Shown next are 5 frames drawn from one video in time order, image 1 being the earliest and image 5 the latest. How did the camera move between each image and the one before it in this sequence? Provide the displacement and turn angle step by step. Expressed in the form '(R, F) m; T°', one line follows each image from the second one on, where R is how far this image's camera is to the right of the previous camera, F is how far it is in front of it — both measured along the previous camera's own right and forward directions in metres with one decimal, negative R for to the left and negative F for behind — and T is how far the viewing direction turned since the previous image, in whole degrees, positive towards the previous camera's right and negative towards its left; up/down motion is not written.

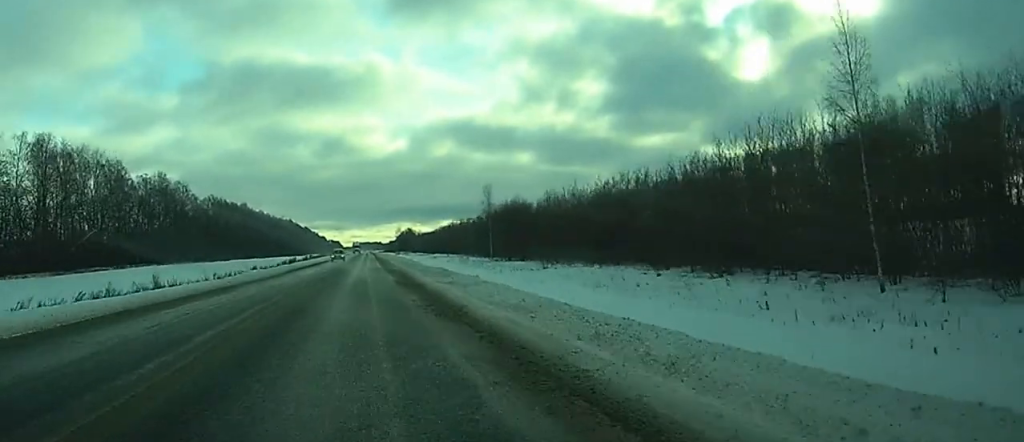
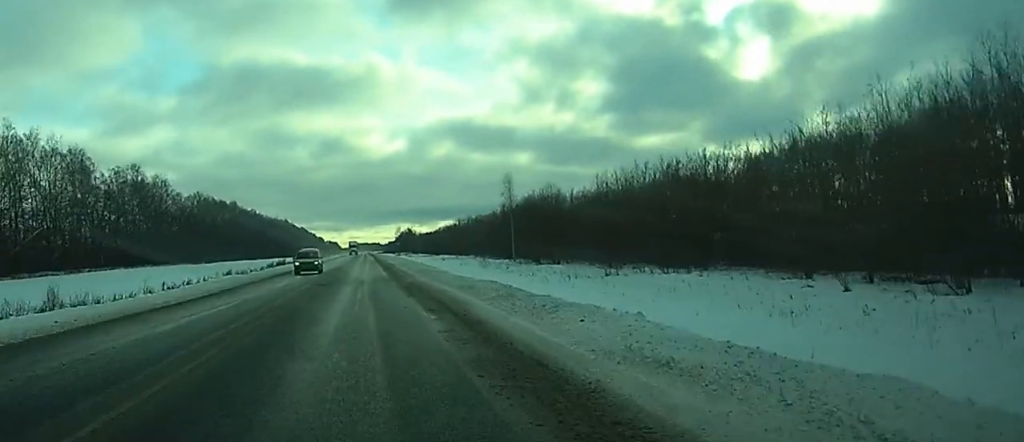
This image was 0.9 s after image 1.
(0.0, +23.1) m; 0°
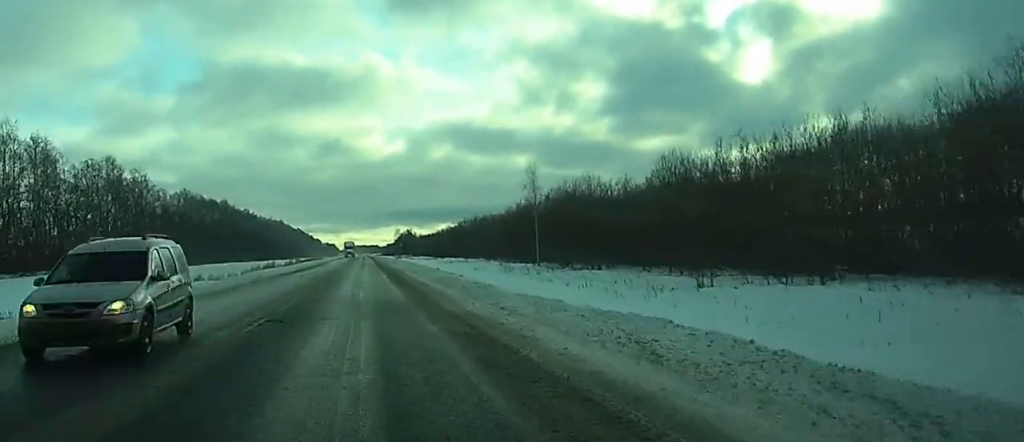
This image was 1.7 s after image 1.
(0.0, +18.2) m; 0°
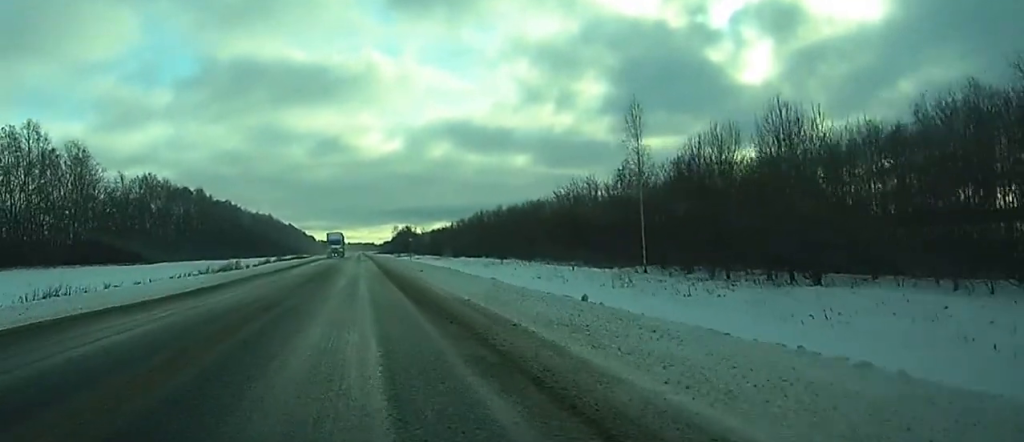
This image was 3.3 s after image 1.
(0.0, +40.6) m; 0°
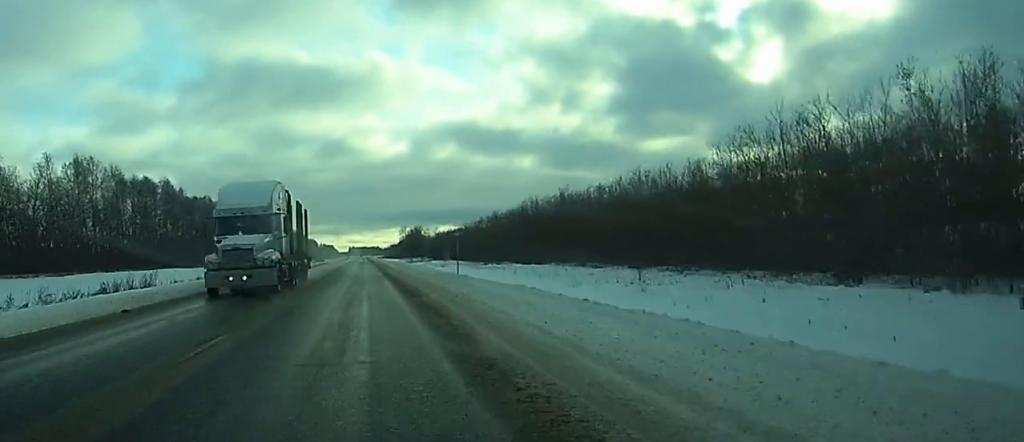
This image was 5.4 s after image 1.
(0.0, +52.0) m; 0°
